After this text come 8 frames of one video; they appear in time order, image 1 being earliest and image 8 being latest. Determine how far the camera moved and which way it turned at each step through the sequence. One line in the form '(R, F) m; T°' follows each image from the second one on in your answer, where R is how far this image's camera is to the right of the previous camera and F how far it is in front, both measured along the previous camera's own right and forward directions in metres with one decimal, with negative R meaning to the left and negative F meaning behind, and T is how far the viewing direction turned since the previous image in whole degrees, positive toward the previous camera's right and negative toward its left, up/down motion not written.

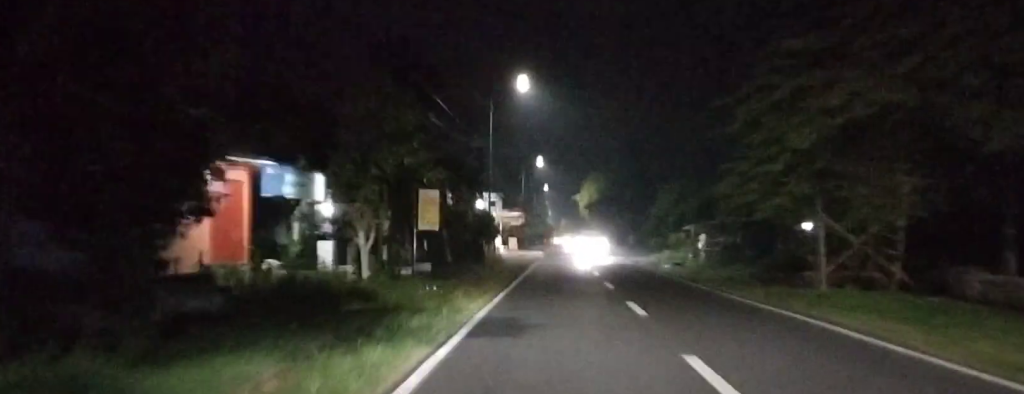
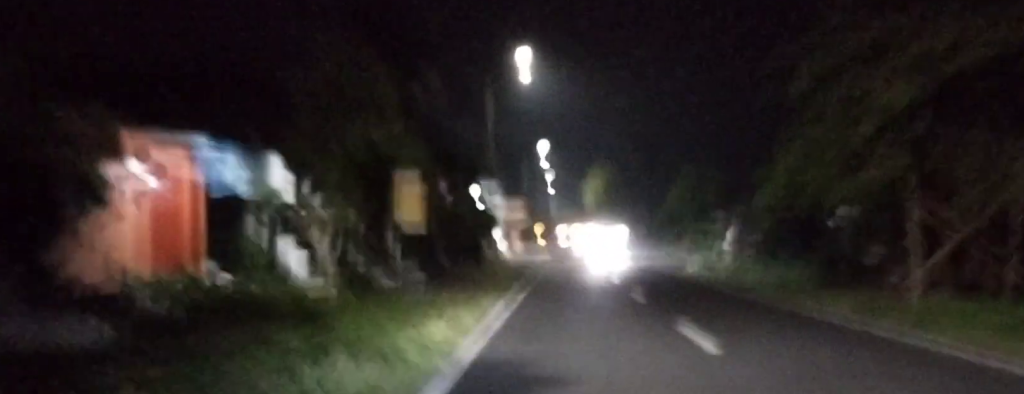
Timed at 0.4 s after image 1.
(0.0, +4.4) m; 0°
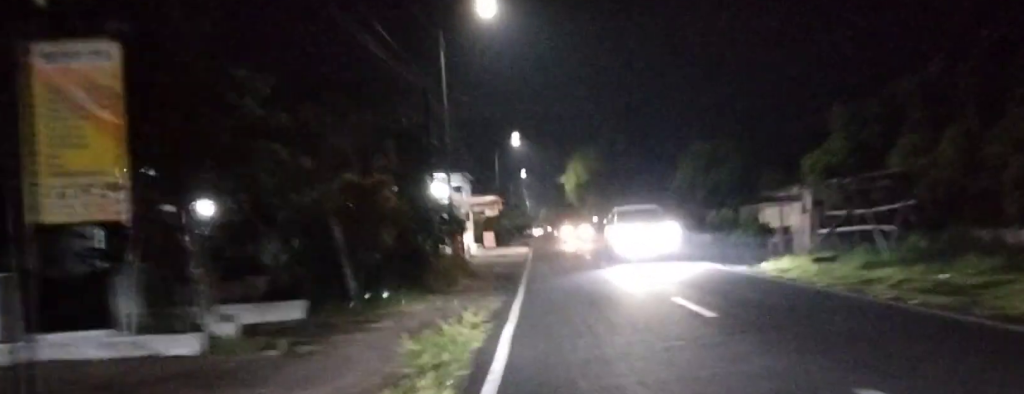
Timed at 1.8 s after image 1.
(-0.1, +12.6) m; 0°
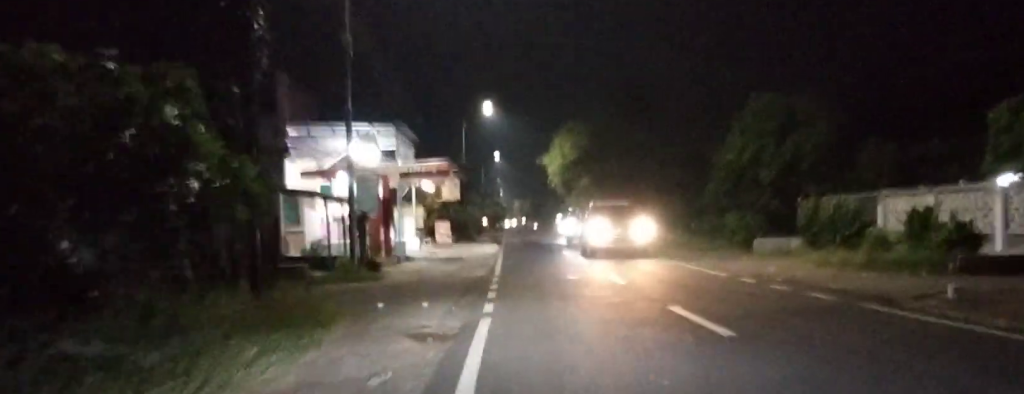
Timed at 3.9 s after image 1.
(+0.2, +15.7) m; +1°
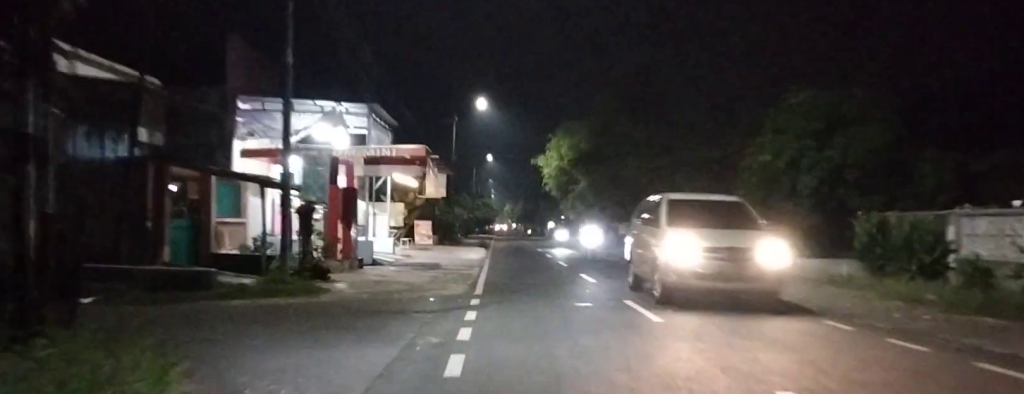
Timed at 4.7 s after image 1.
(0.0, +4.6) m; -5°
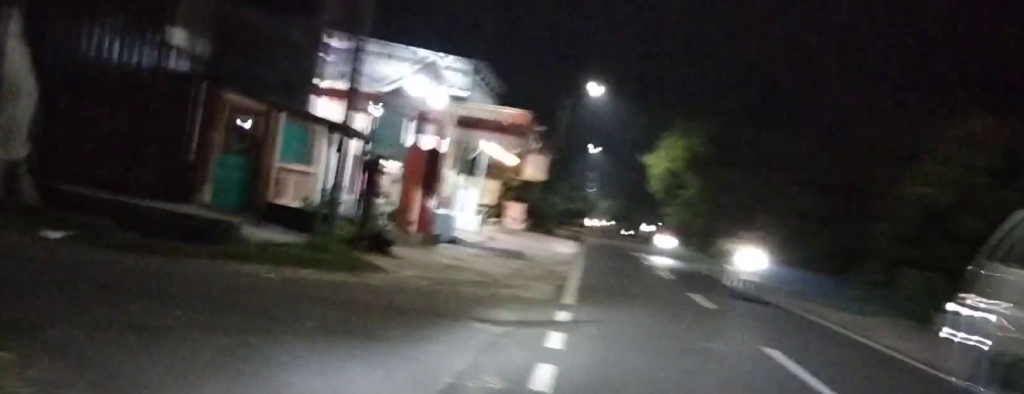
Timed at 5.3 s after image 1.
(0.0, +3.3) m; -10°
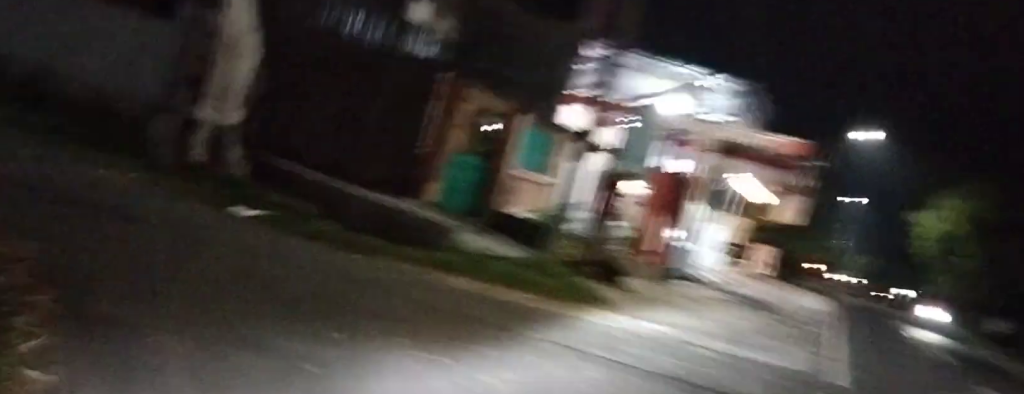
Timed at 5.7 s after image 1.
(-0.2, +1.8) m; -10°
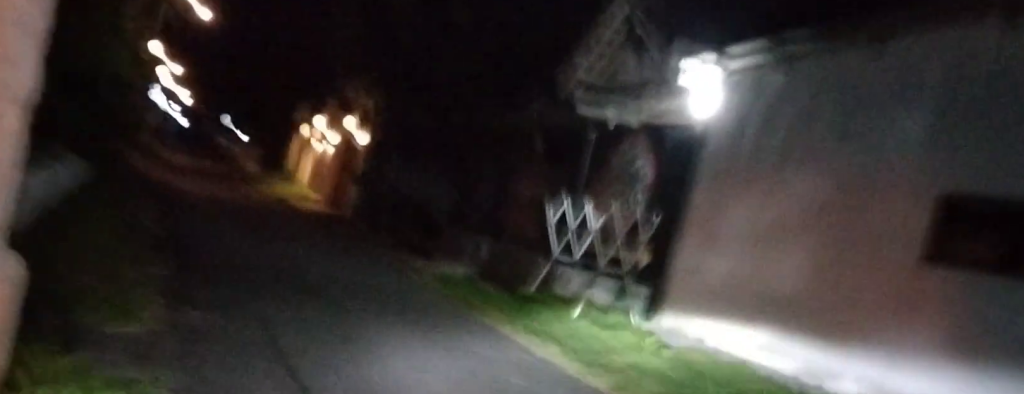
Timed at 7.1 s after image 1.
(-1.7, +5.1) m; -38°
